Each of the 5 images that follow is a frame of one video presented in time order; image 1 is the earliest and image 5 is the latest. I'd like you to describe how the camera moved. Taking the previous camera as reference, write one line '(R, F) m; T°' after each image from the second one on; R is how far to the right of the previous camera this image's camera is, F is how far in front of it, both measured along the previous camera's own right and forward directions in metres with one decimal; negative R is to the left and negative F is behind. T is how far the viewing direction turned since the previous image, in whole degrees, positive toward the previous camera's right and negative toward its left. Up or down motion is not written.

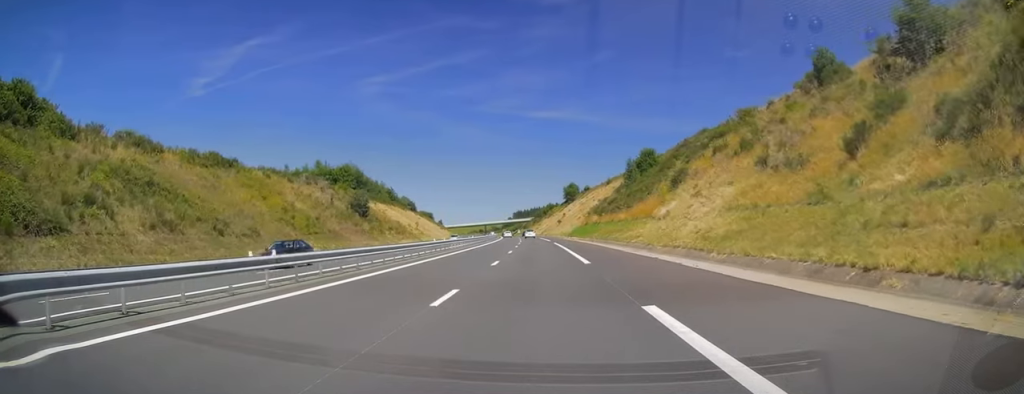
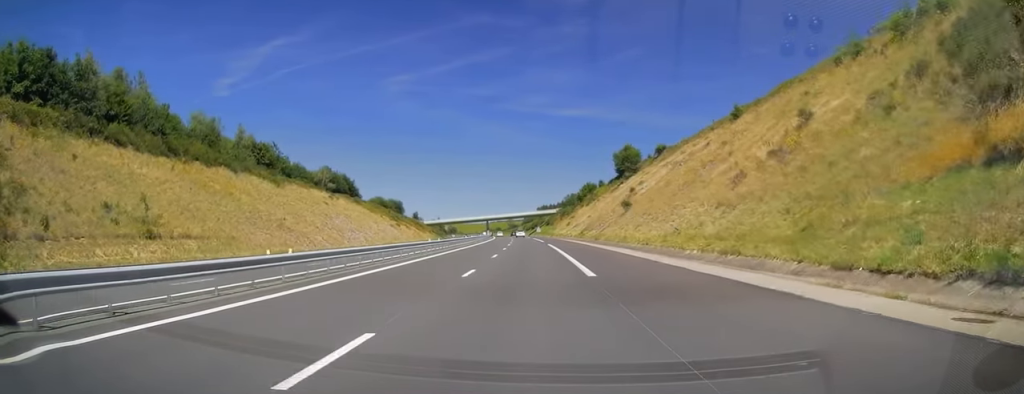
(-2.4, +110.3) m; -2°
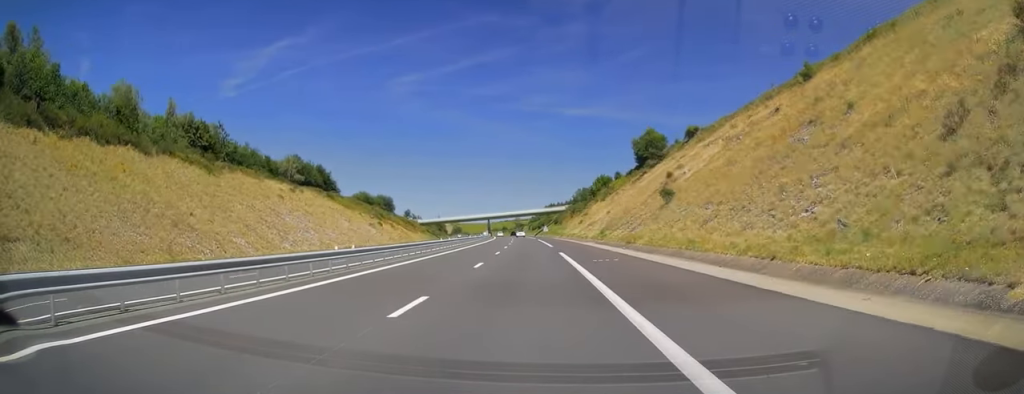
(-0.3, +21.6) m; -1°
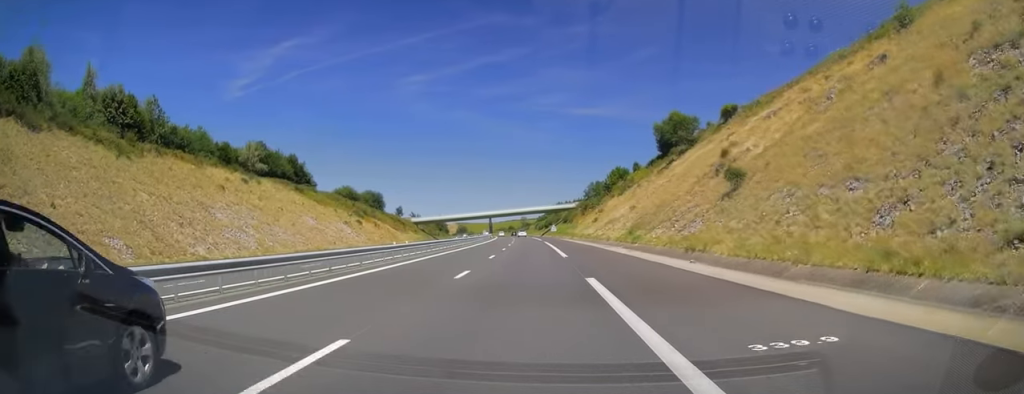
(-0.2, +18.2) m; -1°
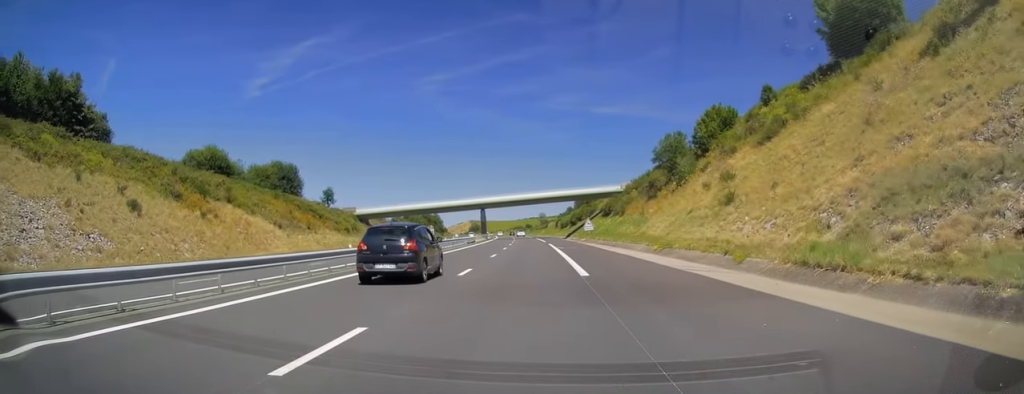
(-0.8, +64.5) m; -1°
